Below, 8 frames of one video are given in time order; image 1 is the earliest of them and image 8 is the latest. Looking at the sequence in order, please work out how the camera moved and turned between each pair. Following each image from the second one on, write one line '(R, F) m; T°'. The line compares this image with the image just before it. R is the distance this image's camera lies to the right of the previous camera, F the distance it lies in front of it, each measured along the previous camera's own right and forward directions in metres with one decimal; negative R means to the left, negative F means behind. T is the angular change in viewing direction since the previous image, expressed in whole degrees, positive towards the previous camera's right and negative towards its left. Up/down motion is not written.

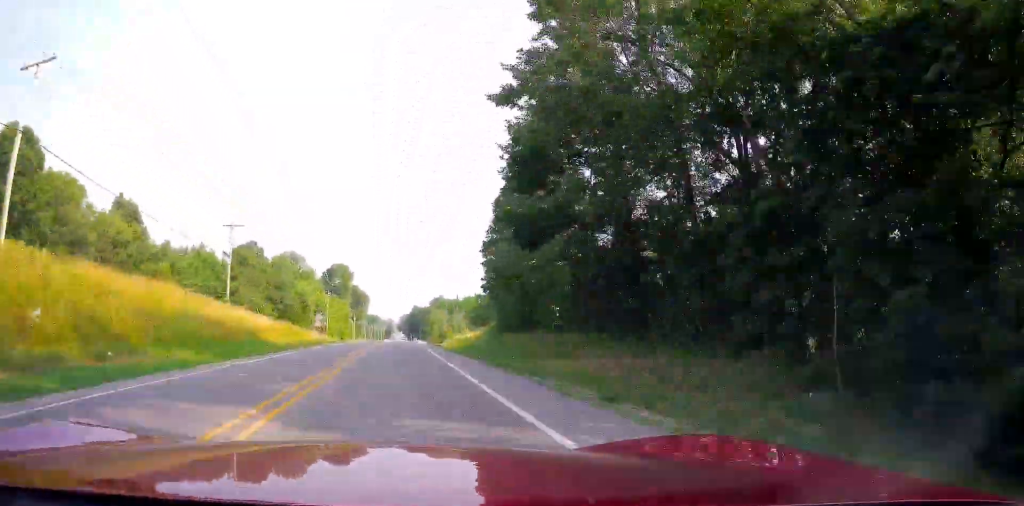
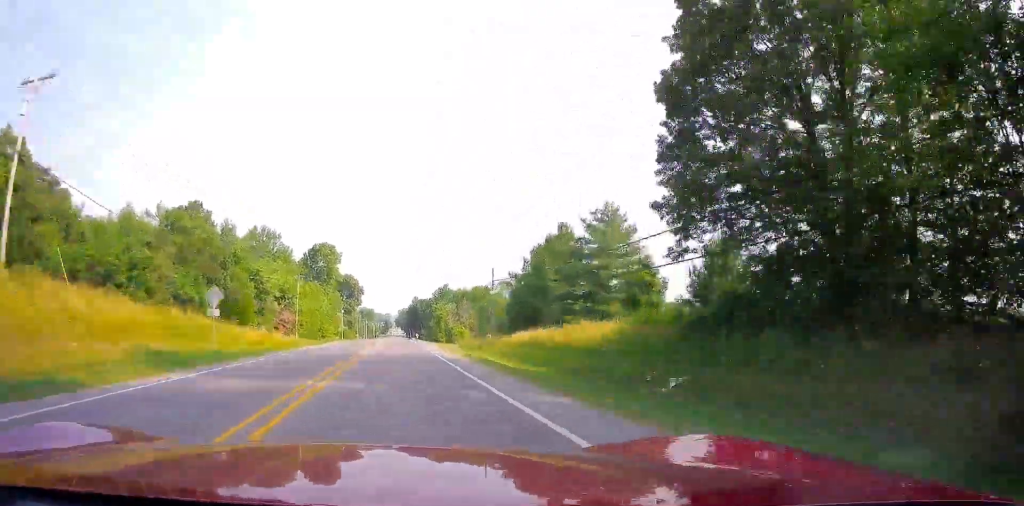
(-0.1, +34.4) m; 0°
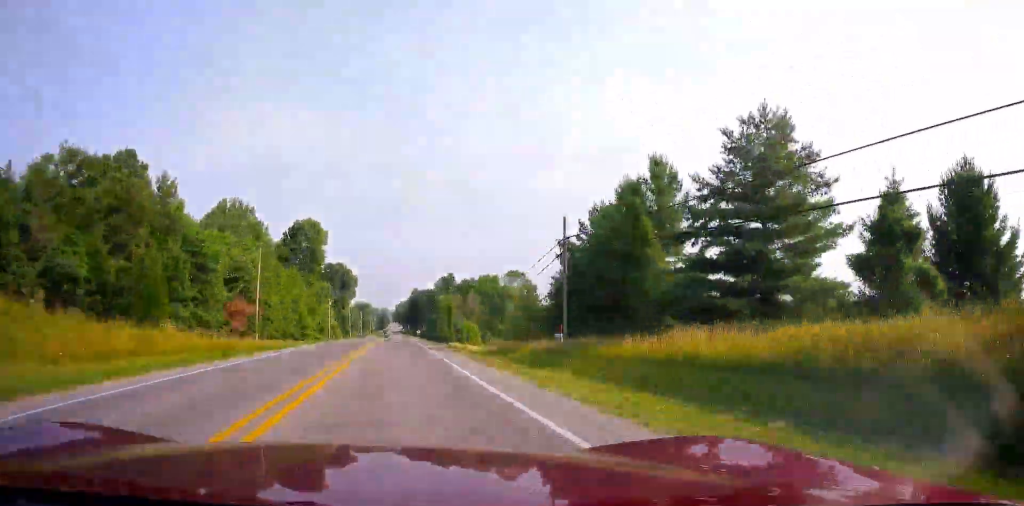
(+0.2, +24.1) m; 0°
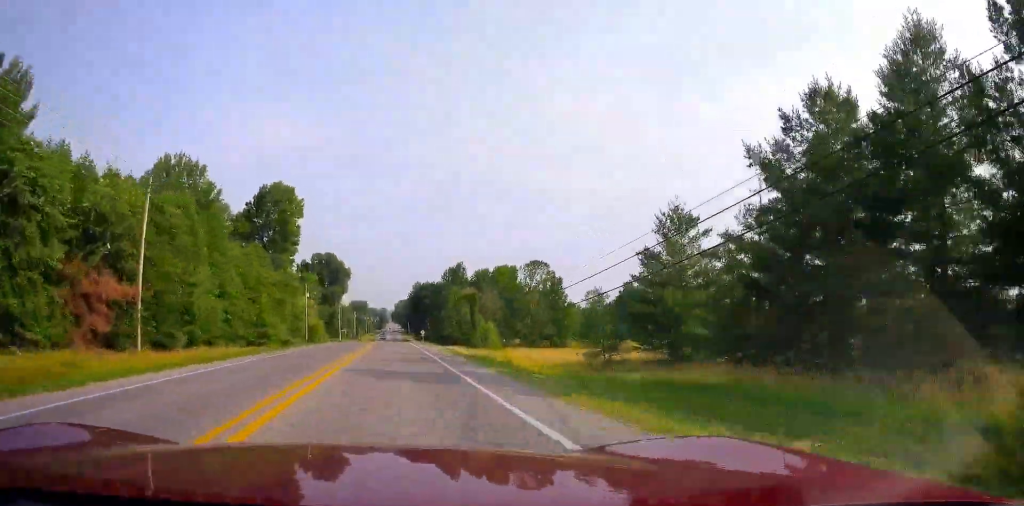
(+0.1, +29.8) m; 0°
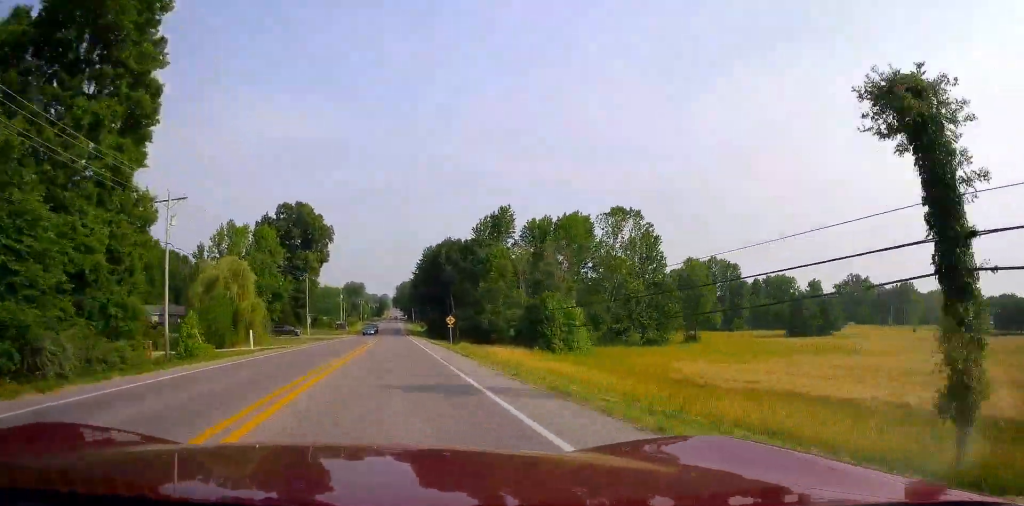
(+0.1, +58.7) m; 0°
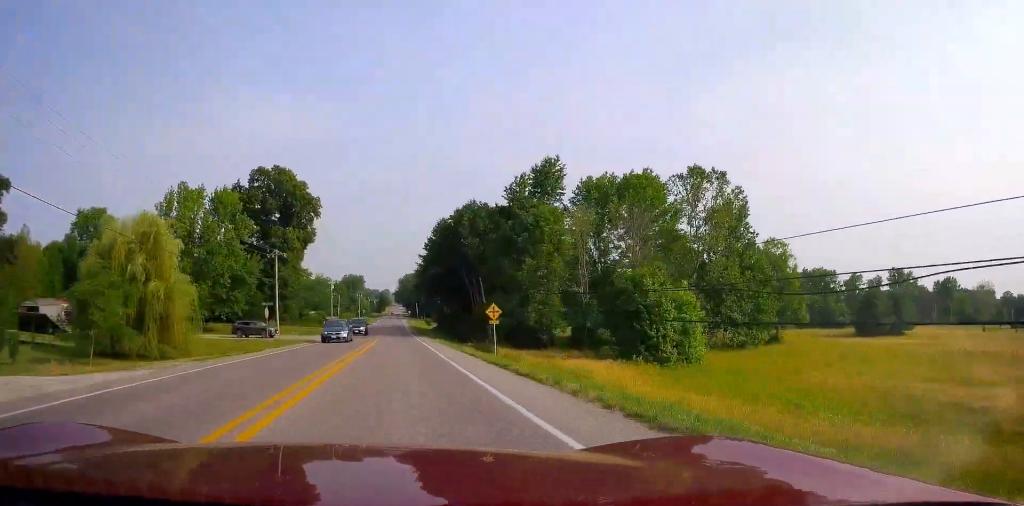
(+0.1, +26.8) m; 0°
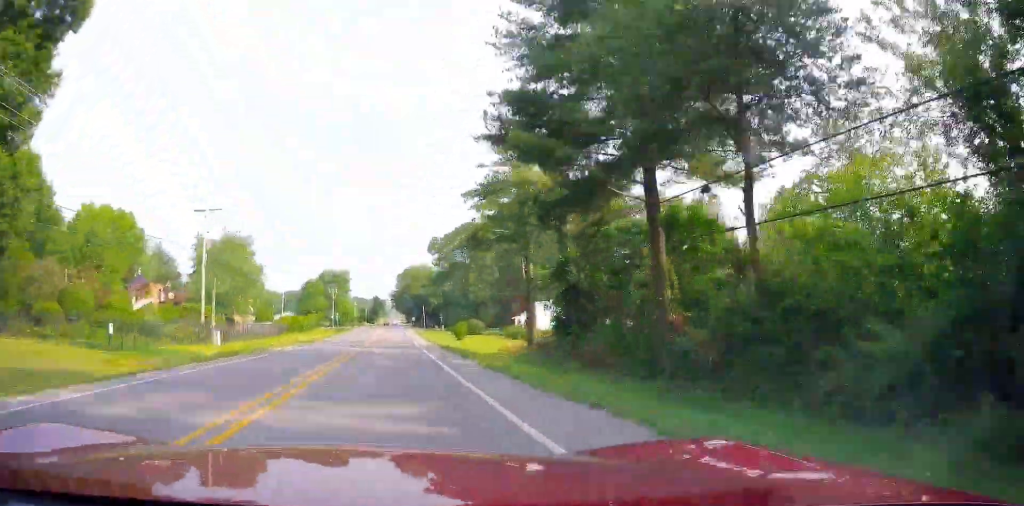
(-0.8, +84.1) m; -1°
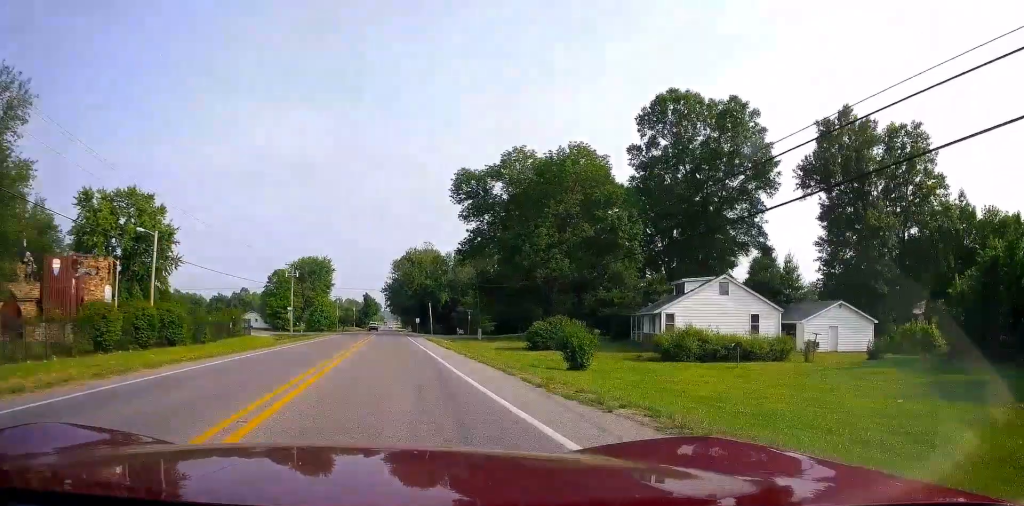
(+0.3, +49.8) m; +1°
